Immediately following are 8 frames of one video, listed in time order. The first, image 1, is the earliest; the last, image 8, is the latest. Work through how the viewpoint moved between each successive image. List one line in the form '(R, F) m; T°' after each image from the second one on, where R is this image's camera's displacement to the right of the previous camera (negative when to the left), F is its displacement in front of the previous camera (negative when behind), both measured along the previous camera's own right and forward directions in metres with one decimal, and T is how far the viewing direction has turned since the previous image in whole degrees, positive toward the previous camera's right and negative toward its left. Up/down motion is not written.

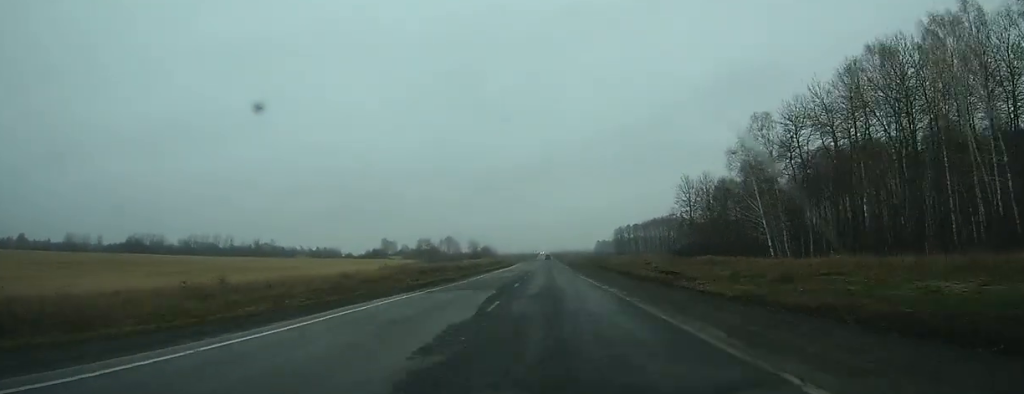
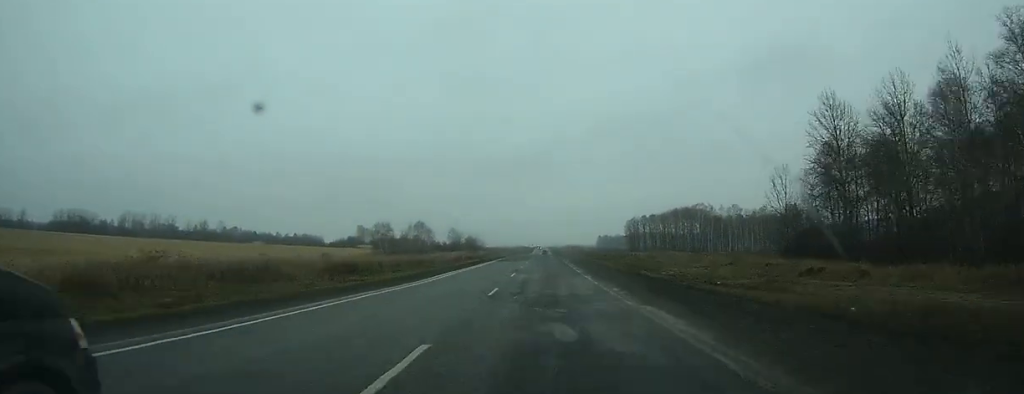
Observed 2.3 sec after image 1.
(+0.2, +63.1) m; 0°
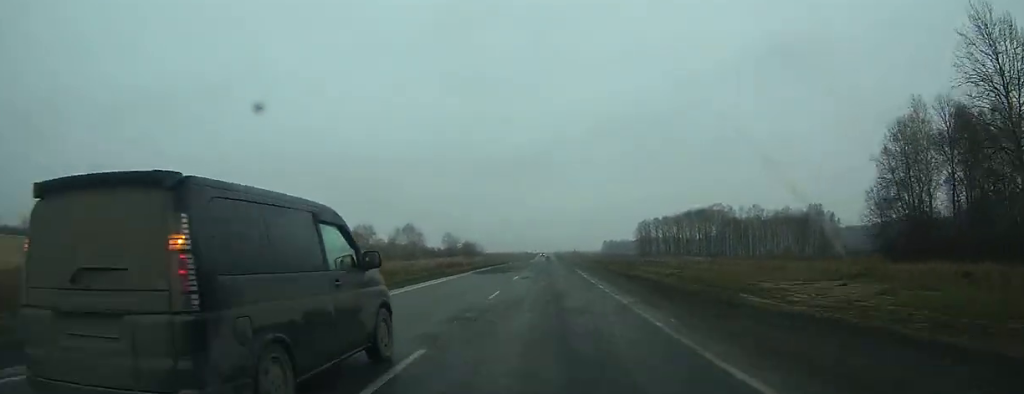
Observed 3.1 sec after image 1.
(+0.1, +25.2) m; 0°
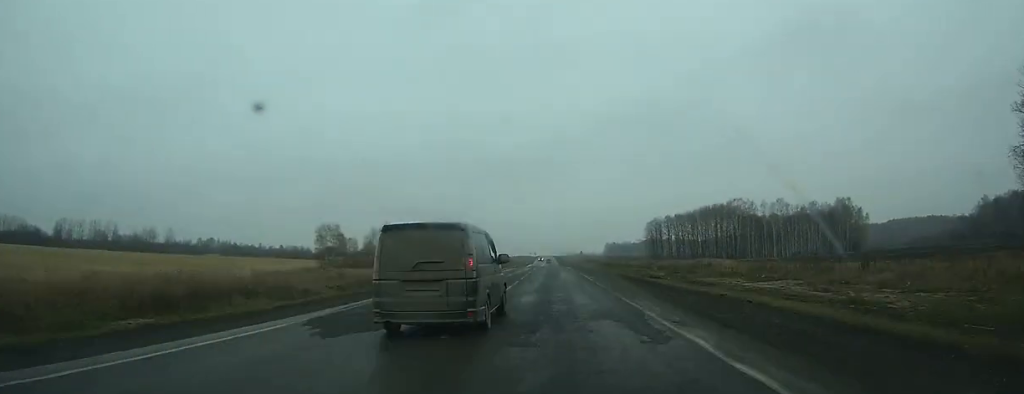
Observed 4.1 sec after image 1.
(0.0, +28.8) m; 0°
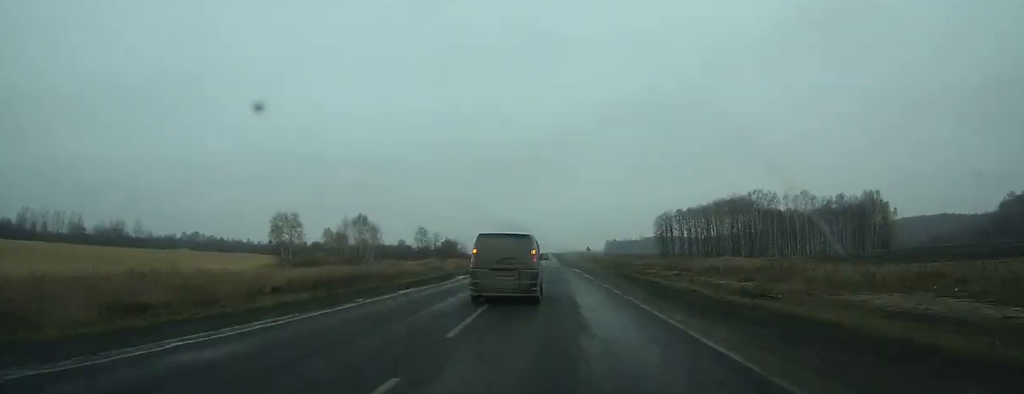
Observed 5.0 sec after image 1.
(-0.1, +24.7) m; 0°
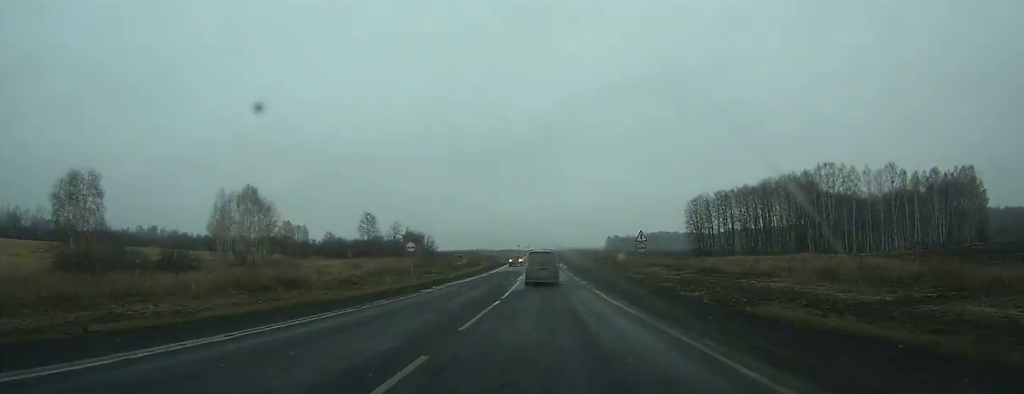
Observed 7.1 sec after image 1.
(0.0, +58.9) m; 0°
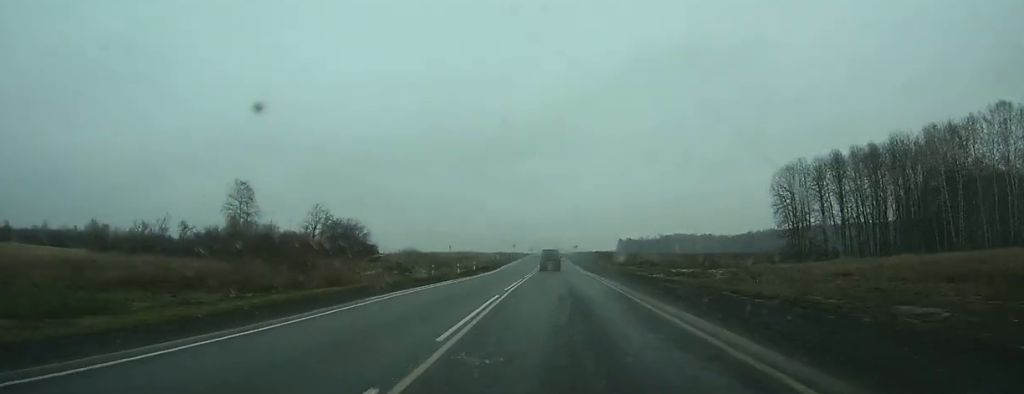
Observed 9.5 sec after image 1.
(-0.1, +63.2) m; 0°
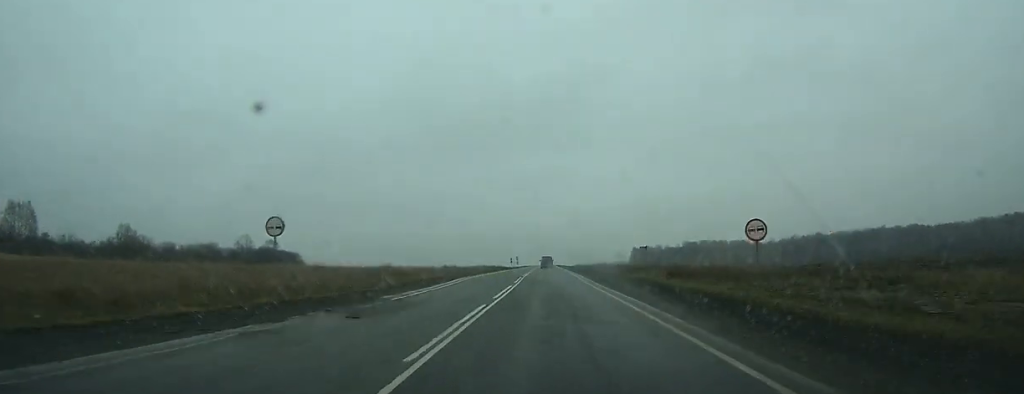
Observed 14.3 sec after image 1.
(-0.1, +134.8) m; 0°
